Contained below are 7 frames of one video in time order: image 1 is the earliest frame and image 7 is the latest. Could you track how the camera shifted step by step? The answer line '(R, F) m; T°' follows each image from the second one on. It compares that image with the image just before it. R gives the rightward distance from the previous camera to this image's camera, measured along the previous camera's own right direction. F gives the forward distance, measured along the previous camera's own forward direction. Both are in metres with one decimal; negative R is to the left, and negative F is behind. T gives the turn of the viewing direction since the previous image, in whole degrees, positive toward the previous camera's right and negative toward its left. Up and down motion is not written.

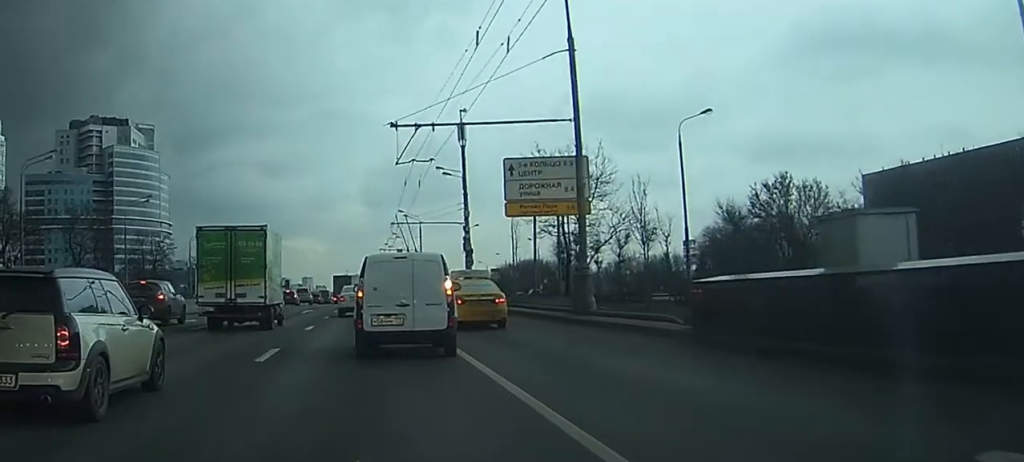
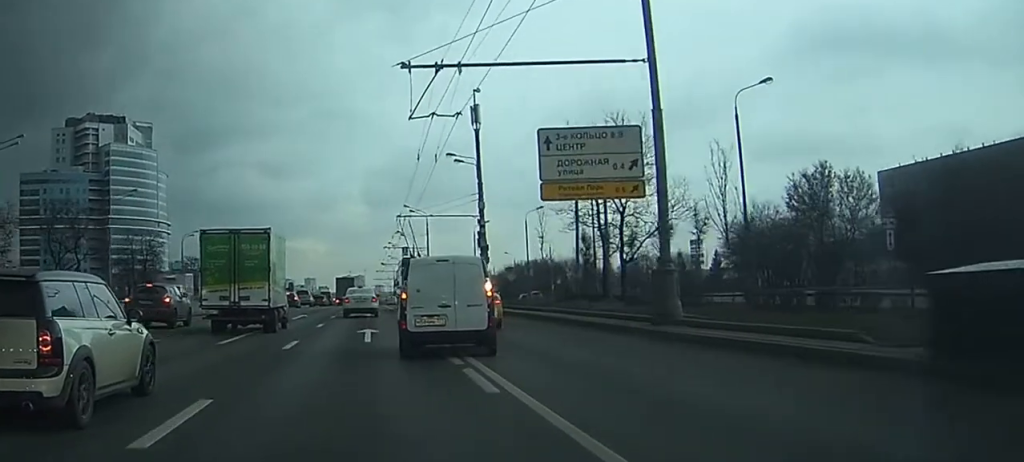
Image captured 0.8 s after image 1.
(0.0, +8.4) m; 0°
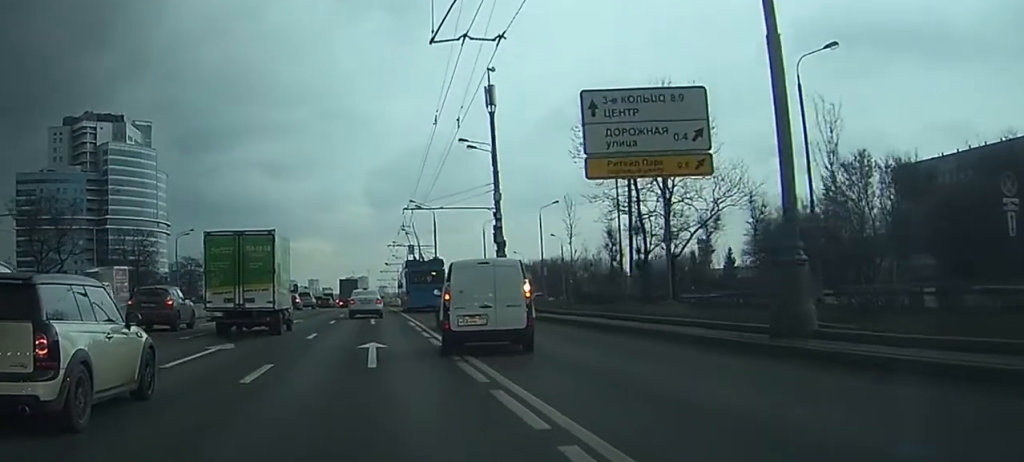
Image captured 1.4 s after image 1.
(0.0, +7.0) m; 0°
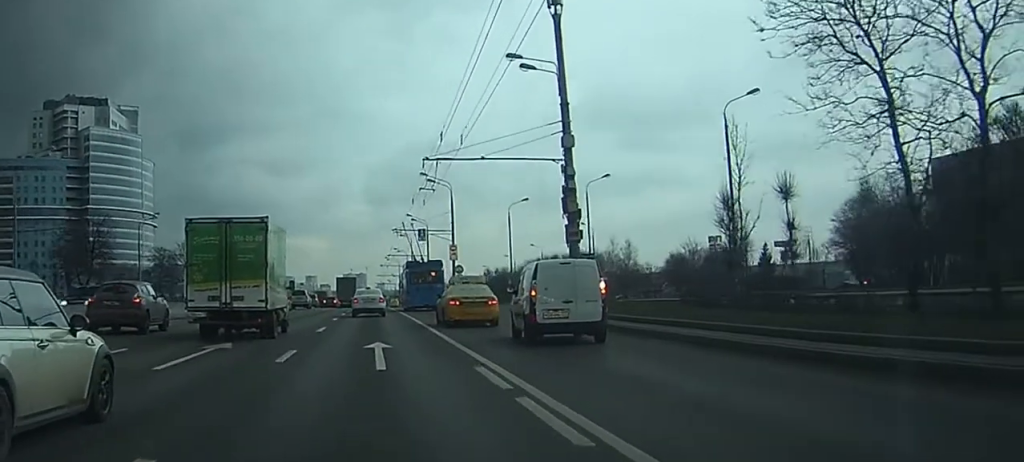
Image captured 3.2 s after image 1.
(-0.1, +20.6) m; 0°
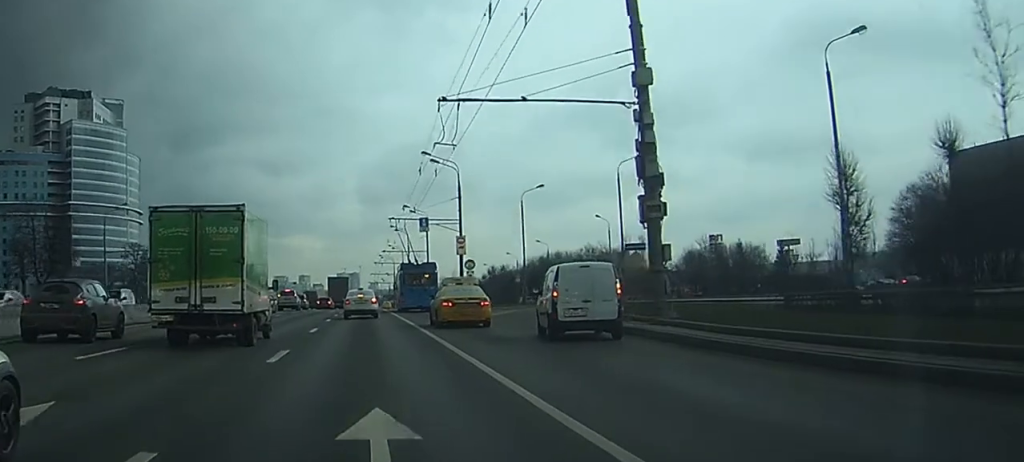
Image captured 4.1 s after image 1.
(0.0, +11.3) m; 0°
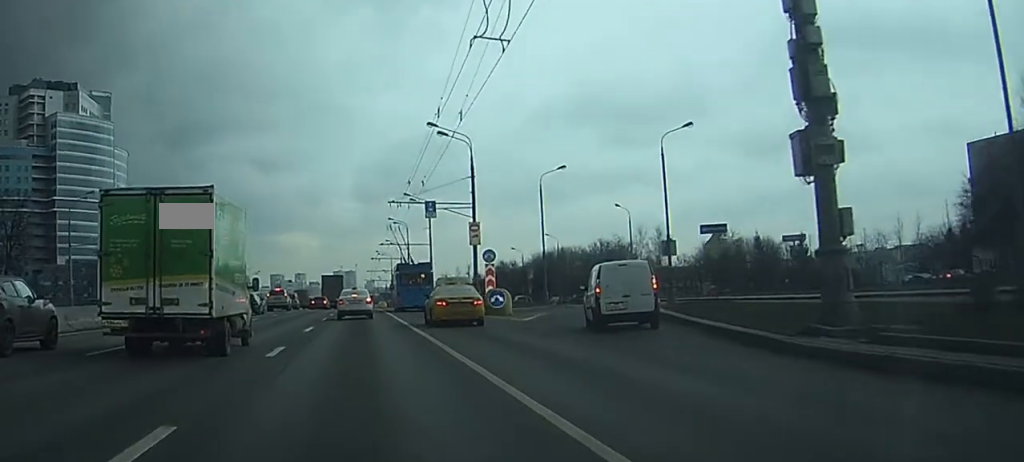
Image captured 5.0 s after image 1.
(0.0, +10.4) m; 0°
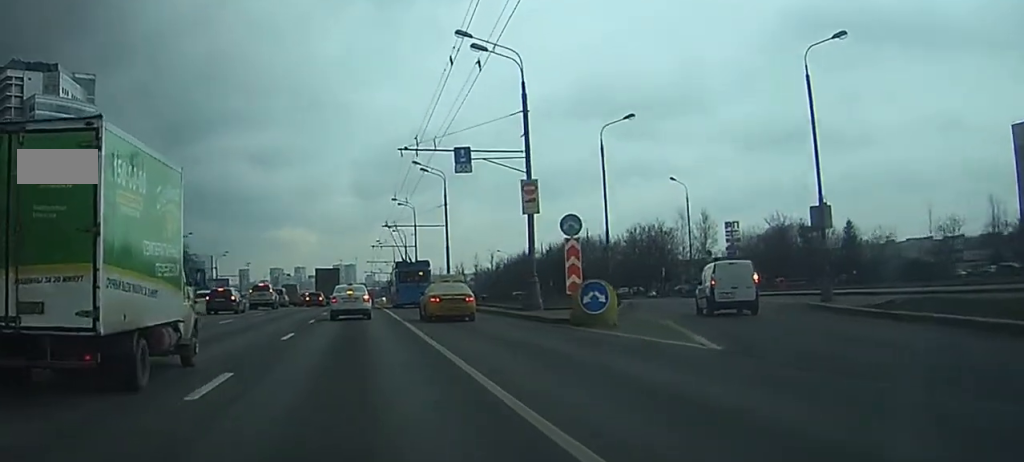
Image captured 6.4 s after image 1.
(0.0, +18.5) m; 0°
